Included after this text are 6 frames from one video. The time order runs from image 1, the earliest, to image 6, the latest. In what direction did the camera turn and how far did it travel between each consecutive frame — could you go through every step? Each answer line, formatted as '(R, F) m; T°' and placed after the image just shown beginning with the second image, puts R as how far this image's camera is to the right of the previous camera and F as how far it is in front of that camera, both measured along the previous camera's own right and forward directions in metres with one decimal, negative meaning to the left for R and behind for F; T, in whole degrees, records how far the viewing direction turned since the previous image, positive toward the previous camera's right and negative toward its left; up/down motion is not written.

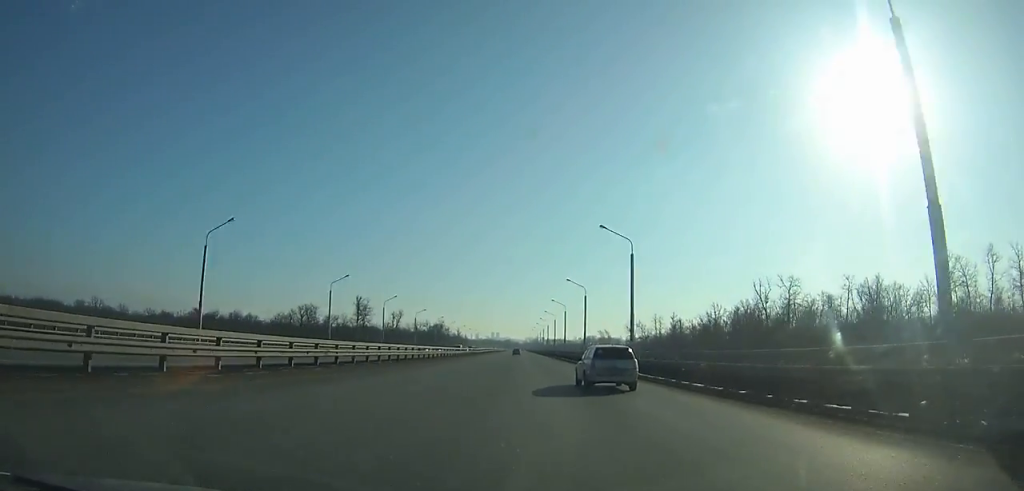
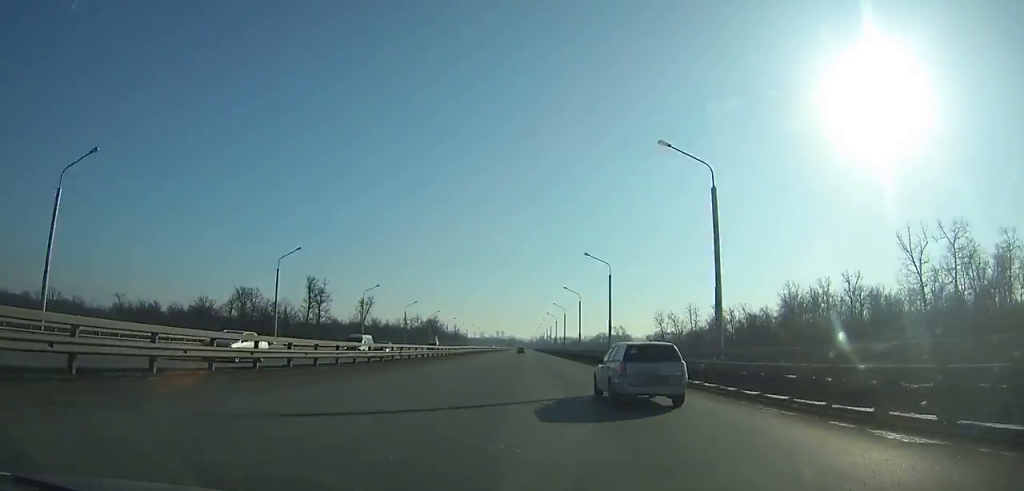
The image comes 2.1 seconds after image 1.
(-0.1, +55.5) m; 0°
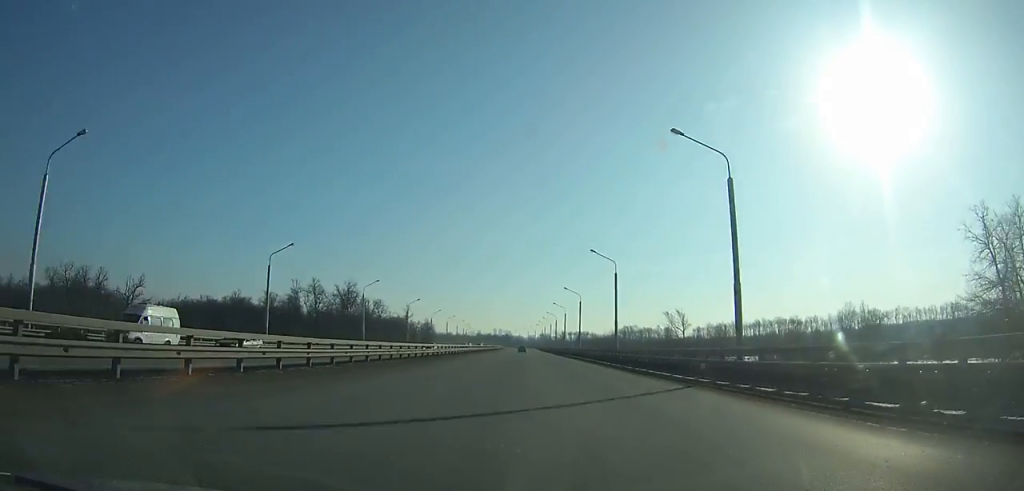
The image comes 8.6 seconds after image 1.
(-0.2, +175.4) m; 0°
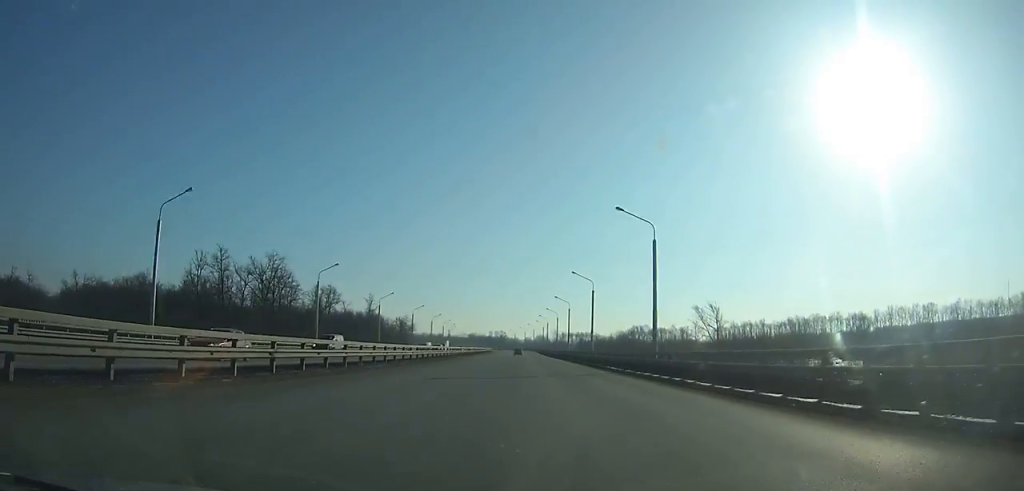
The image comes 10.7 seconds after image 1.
(+0.1, +56.8) m; 0°
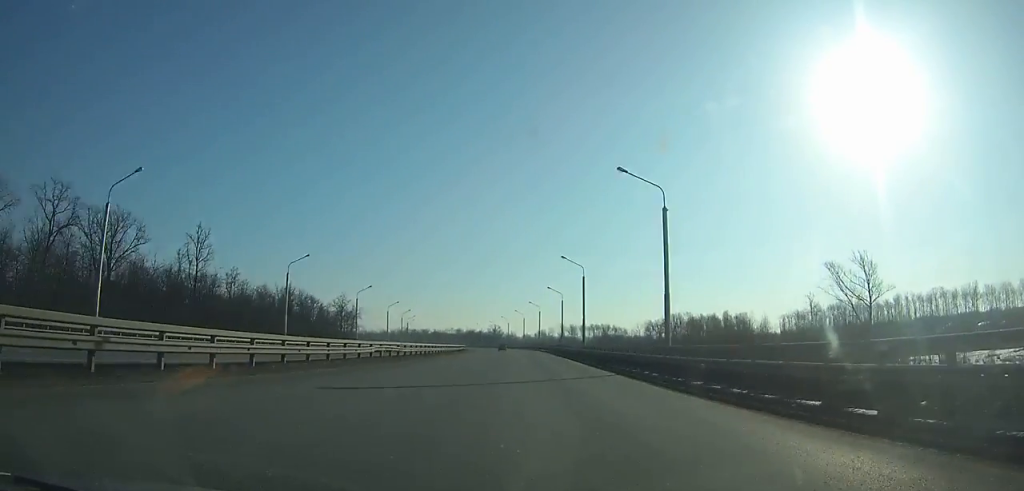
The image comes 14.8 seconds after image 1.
(-0.1, +109.7) m; -1°
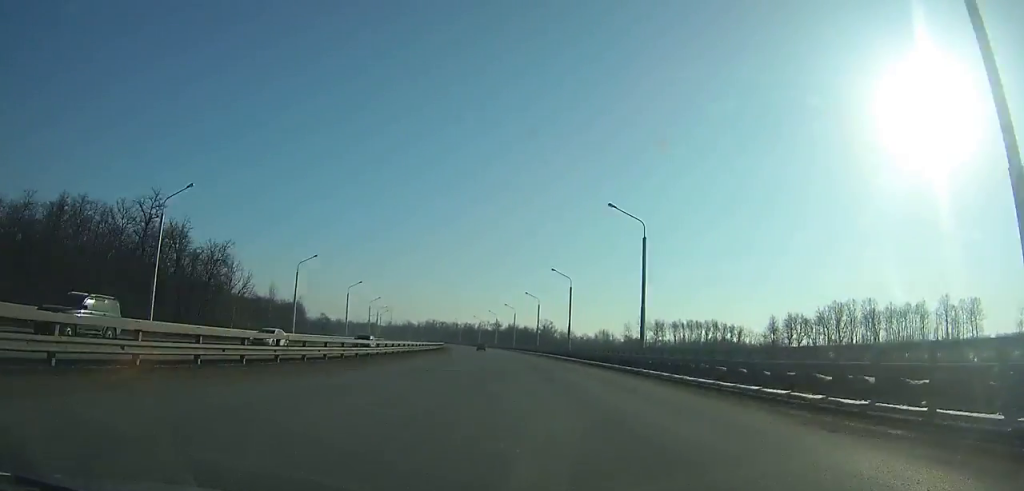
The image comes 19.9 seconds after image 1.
(-5.1, +134.0) m; -6°
